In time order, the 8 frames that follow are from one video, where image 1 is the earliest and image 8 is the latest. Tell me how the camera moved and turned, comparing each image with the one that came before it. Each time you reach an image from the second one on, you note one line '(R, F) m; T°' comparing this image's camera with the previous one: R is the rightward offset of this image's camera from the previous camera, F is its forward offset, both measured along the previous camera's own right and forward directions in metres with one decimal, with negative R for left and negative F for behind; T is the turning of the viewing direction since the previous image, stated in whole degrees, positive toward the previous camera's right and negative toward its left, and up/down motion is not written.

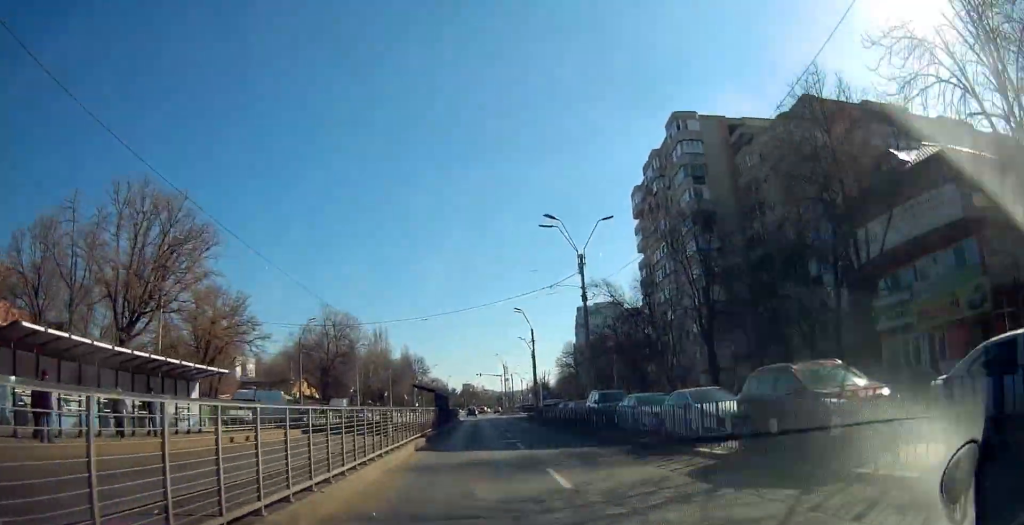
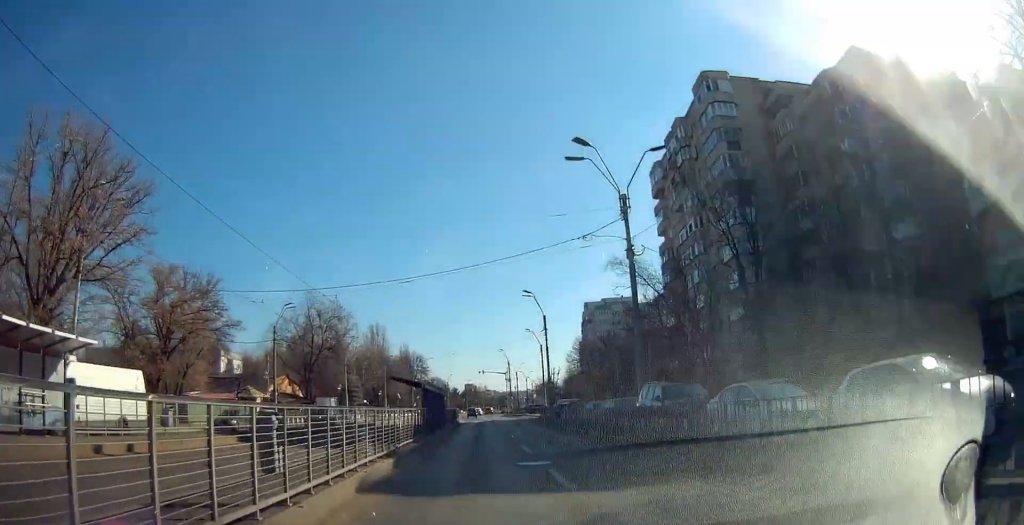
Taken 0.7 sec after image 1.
(+0.2, +9.3) m; 0°
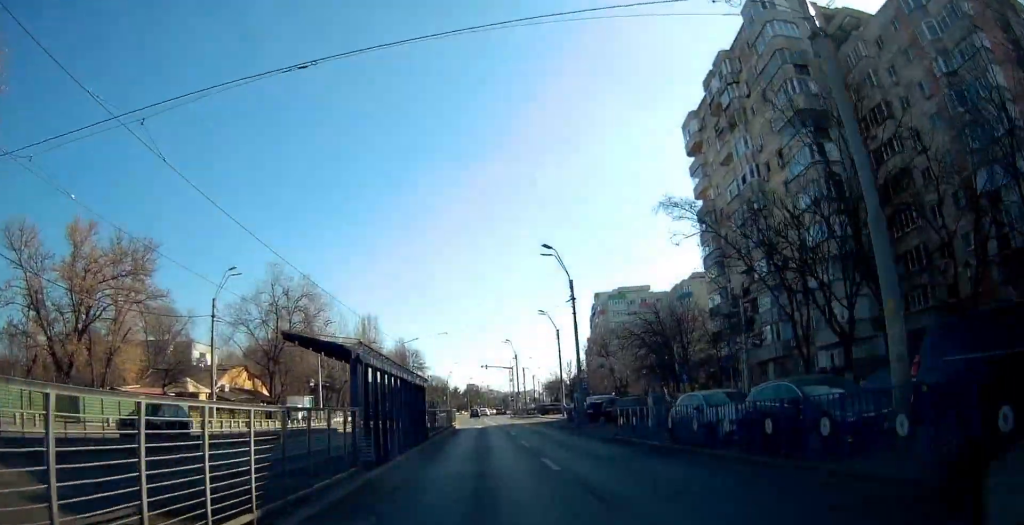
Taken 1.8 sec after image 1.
(-0.3, +14.3) m; -2°
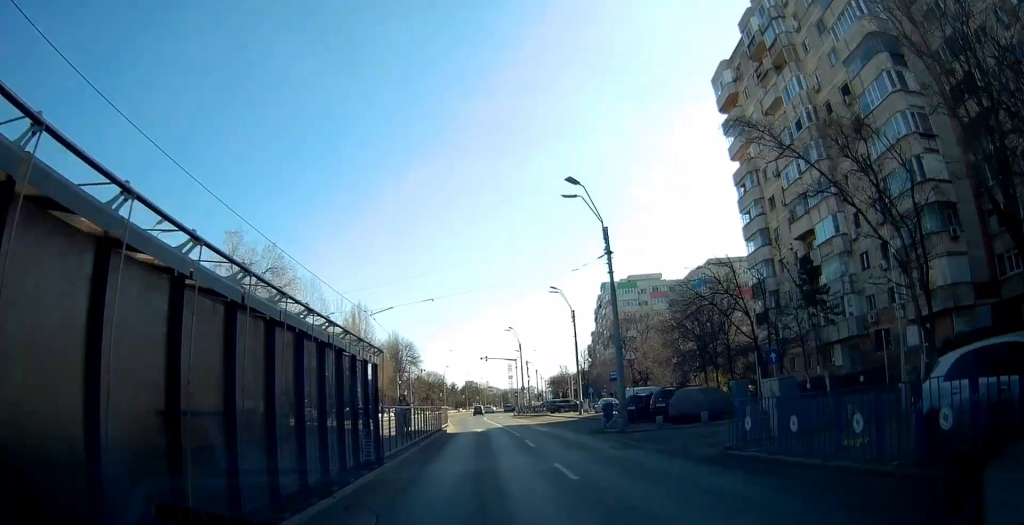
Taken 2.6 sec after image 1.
(0.0, +10.8) m; +1°
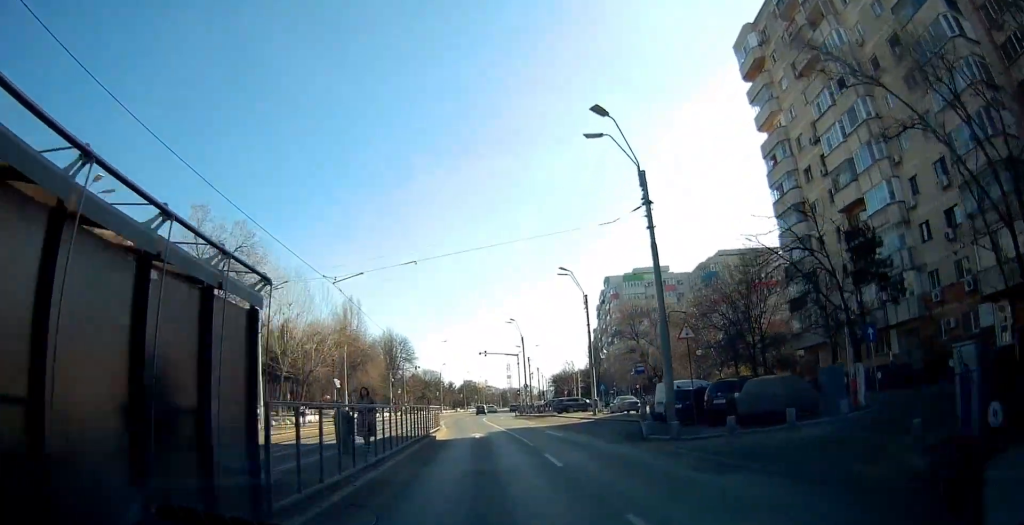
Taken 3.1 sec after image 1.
(0.0, +6.8) m; 0°
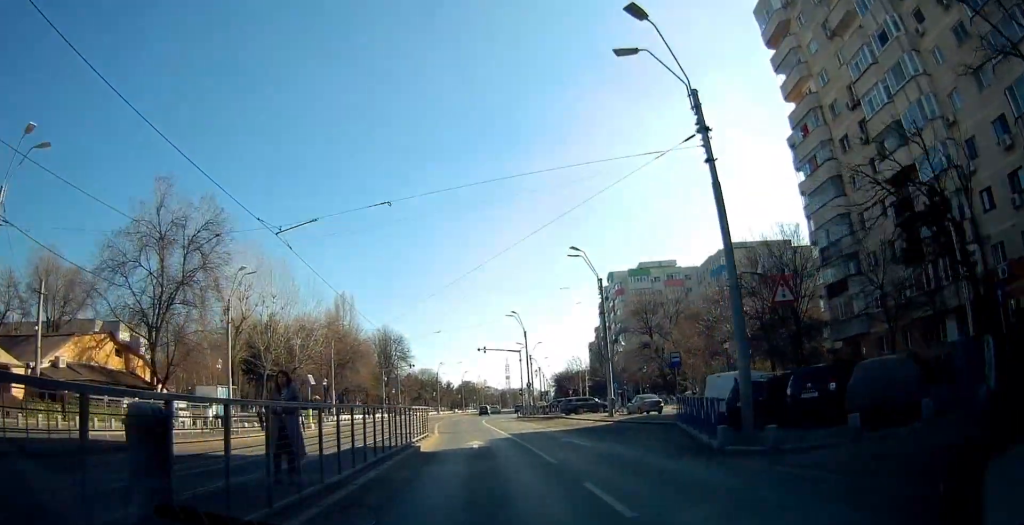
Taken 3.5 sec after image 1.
(+0.1, +5.9) m; 0°
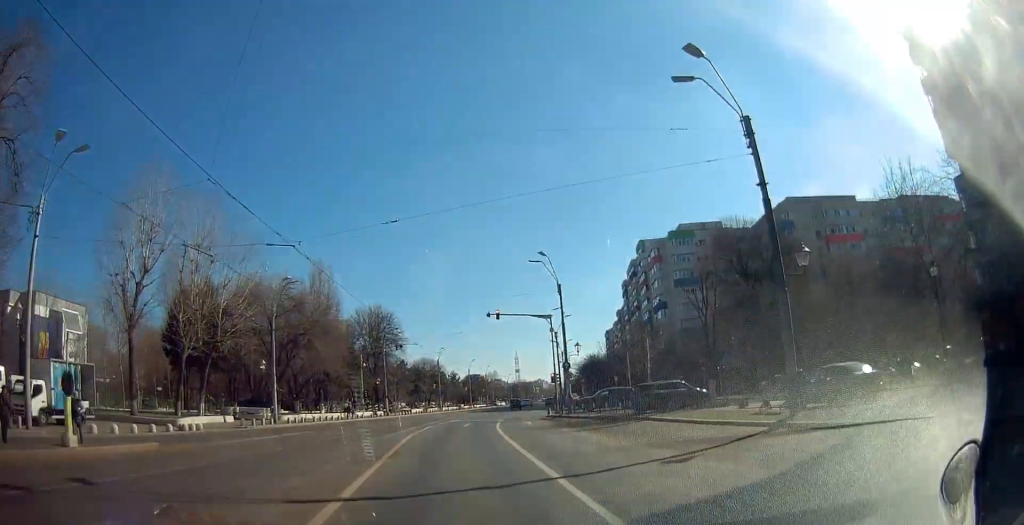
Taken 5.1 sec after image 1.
(-0.3, +22.3) m; -1°
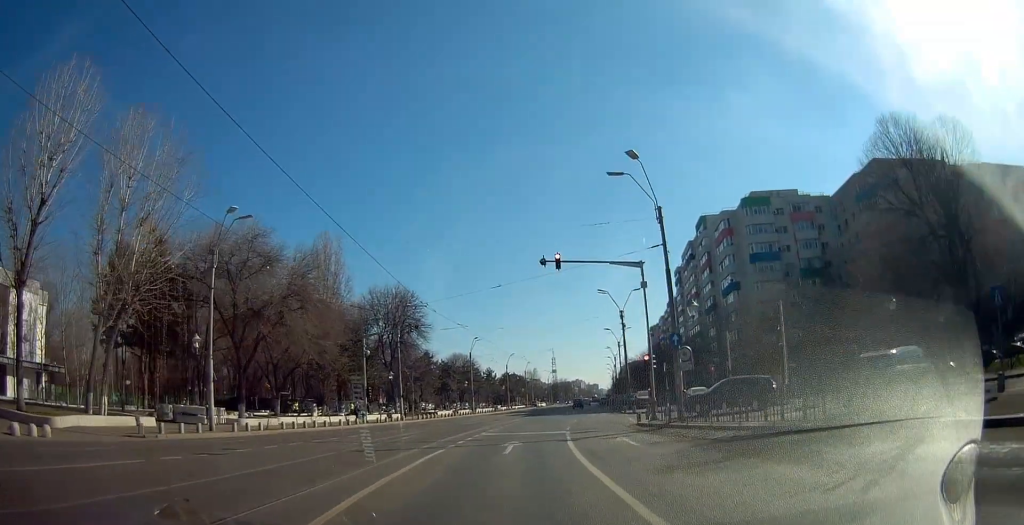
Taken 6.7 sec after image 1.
(+0.1, +18.4) m; -2°
